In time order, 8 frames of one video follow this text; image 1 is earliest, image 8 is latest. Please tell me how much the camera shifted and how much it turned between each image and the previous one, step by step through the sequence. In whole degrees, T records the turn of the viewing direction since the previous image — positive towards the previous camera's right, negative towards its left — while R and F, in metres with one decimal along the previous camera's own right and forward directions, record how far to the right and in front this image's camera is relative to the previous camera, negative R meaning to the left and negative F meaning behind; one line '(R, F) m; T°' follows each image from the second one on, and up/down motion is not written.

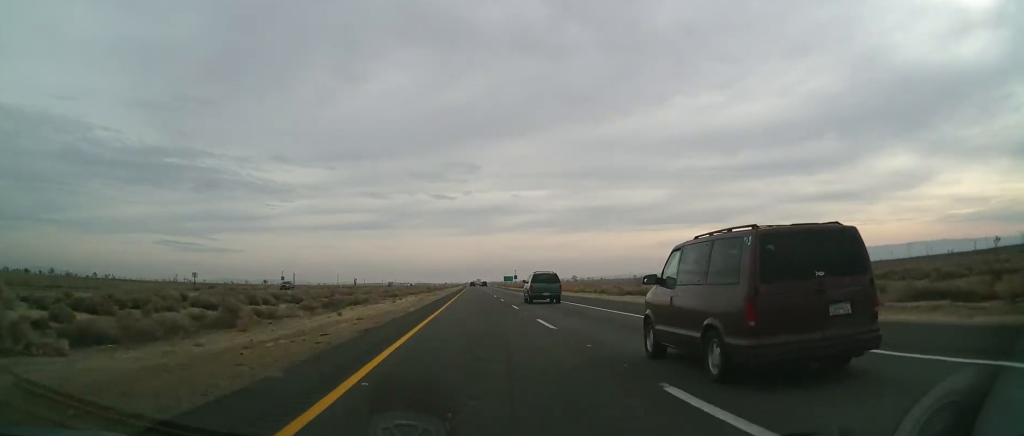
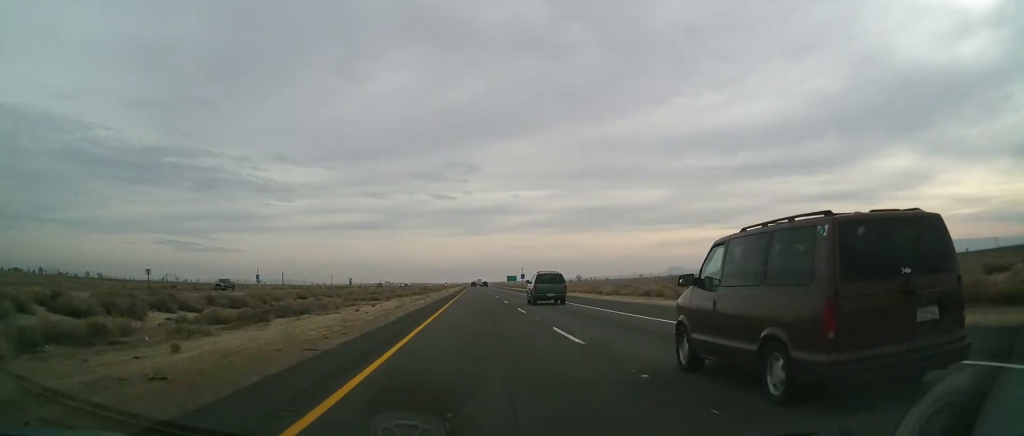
(-0.3, +18.8) m; 0°
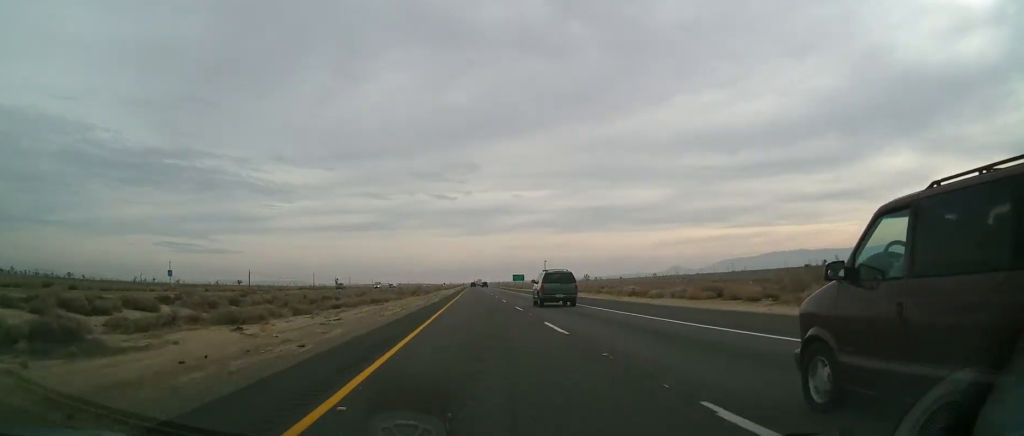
(+0.3, +41.1) m; 0°
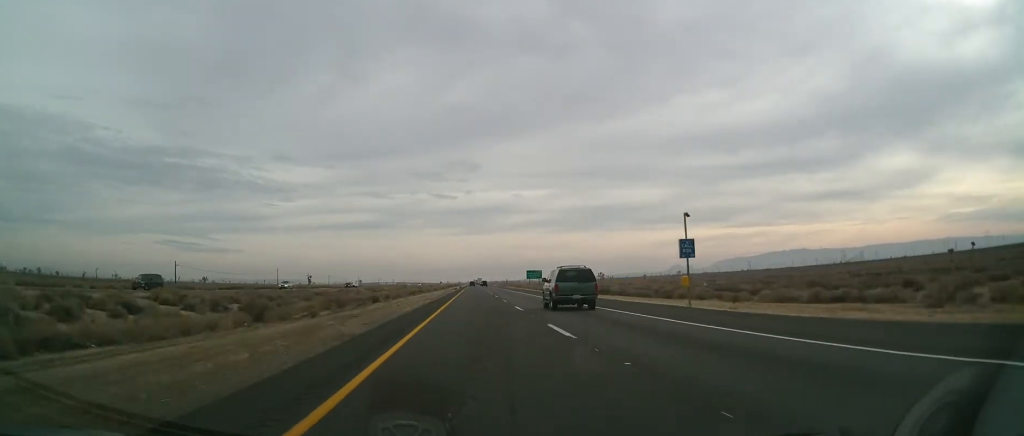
(-0.4, +59.8) m; 0°
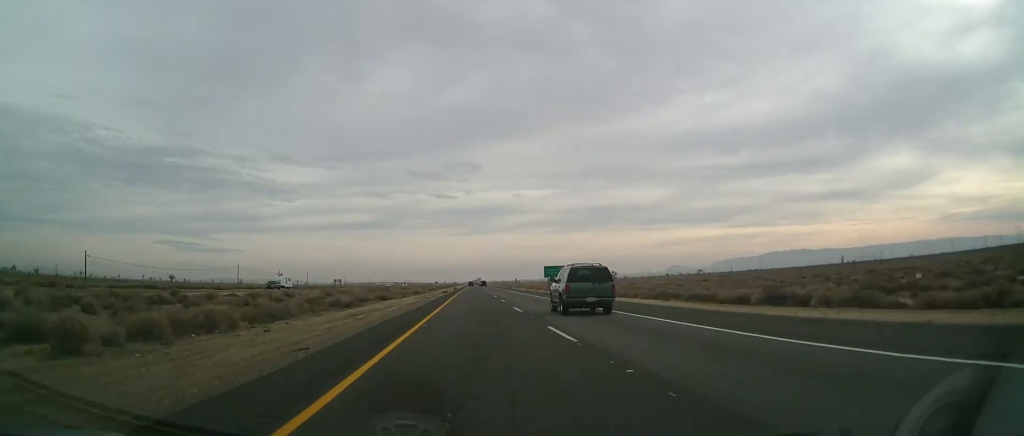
(+0.2, +44.3) m; +1°
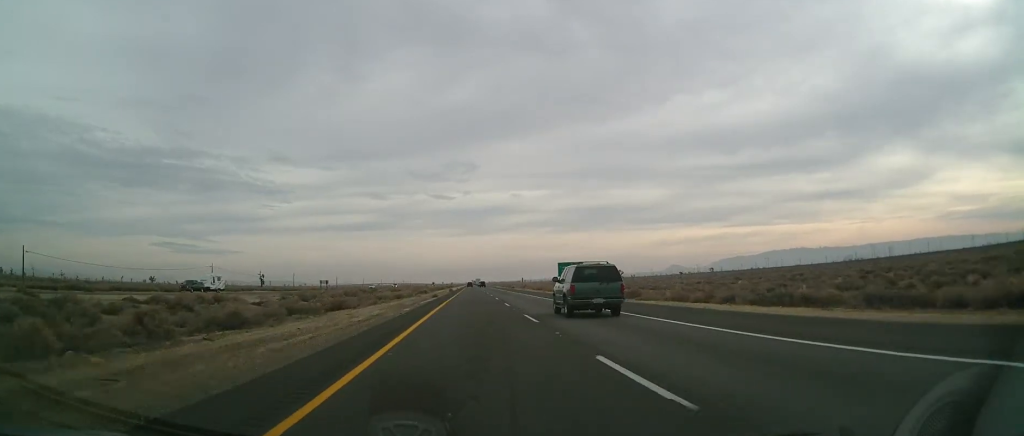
(+0.1, +22.1) m; 0°
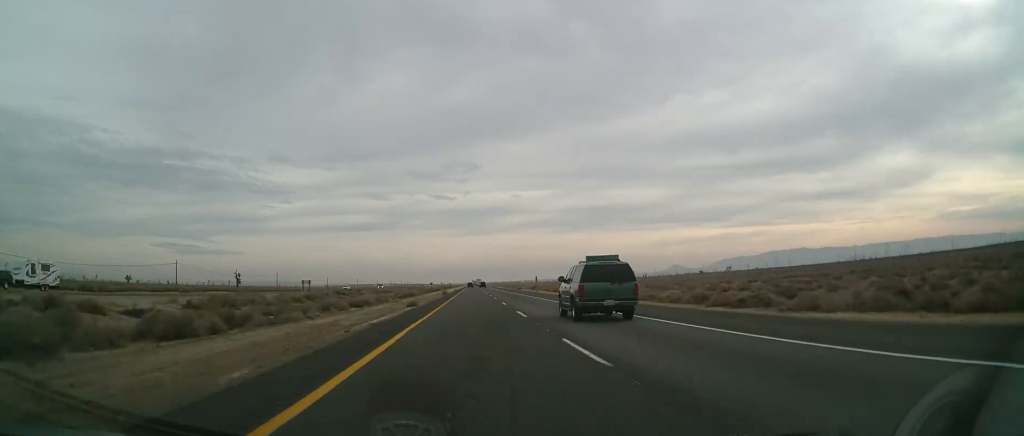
(+0.1, +25.5) m; 0°
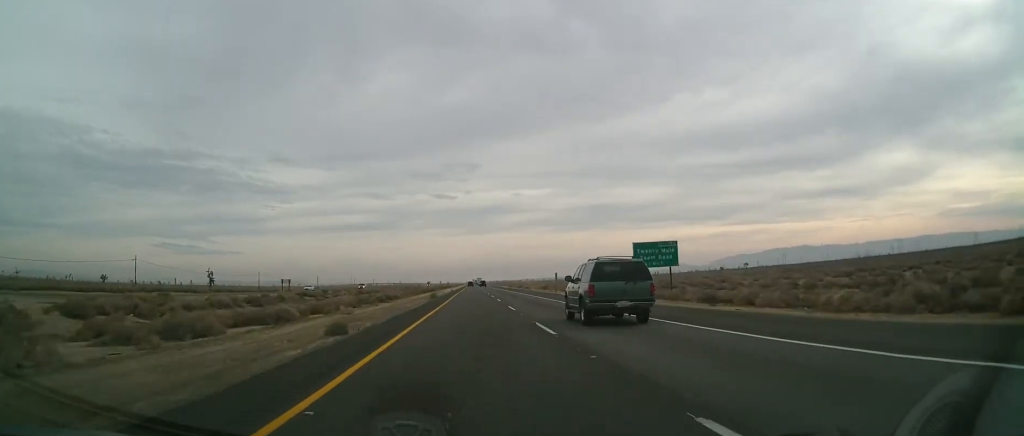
(0.0, +23.2) m; 0°
